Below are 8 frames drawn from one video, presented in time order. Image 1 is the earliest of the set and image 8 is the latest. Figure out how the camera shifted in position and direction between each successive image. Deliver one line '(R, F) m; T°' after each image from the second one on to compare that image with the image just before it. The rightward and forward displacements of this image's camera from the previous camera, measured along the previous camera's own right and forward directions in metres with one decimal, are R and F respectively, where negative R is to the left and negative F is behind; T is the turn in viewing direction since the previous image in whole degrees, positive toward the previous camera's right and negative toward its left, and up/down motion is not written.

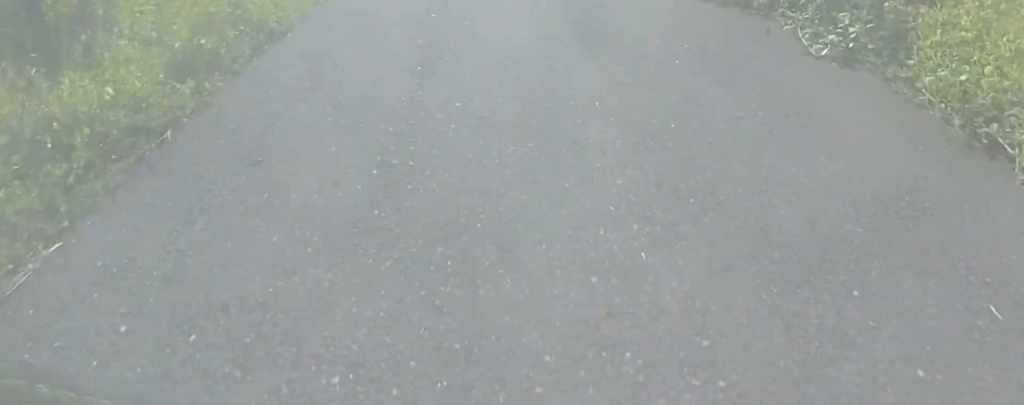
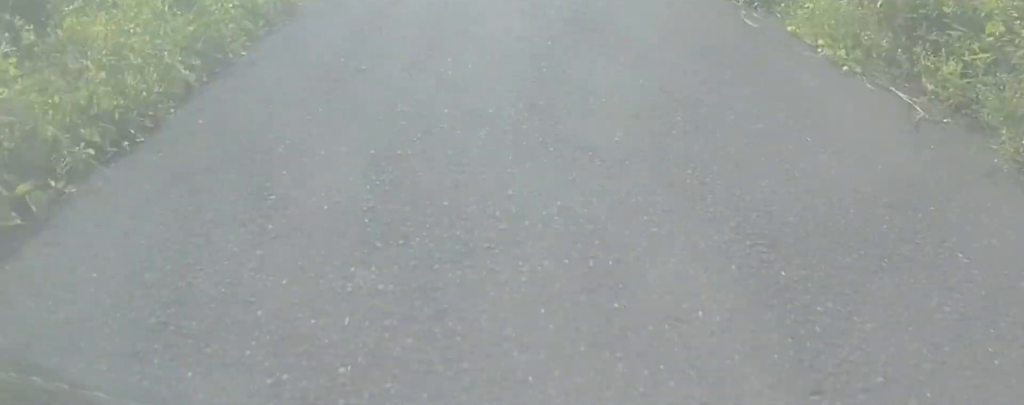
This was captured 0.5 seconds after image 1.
(-1.1, +6.1) m; -2°
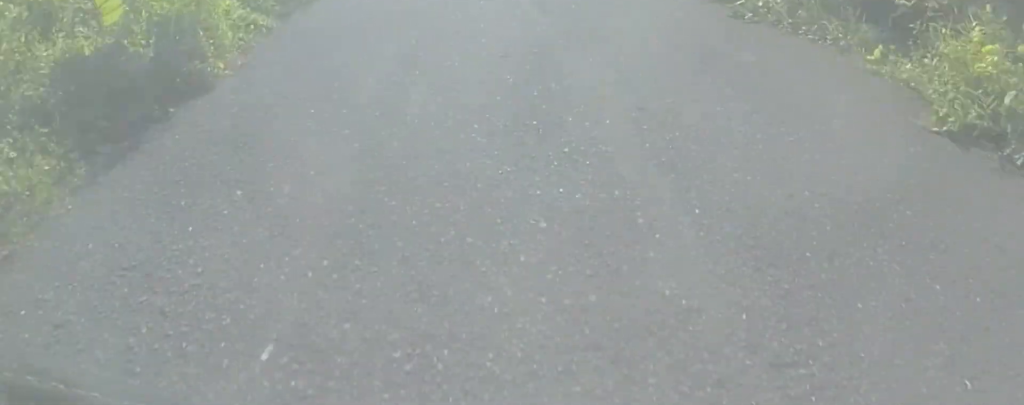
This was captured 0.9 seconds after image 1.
(-0.7, +5.7) m; -2°
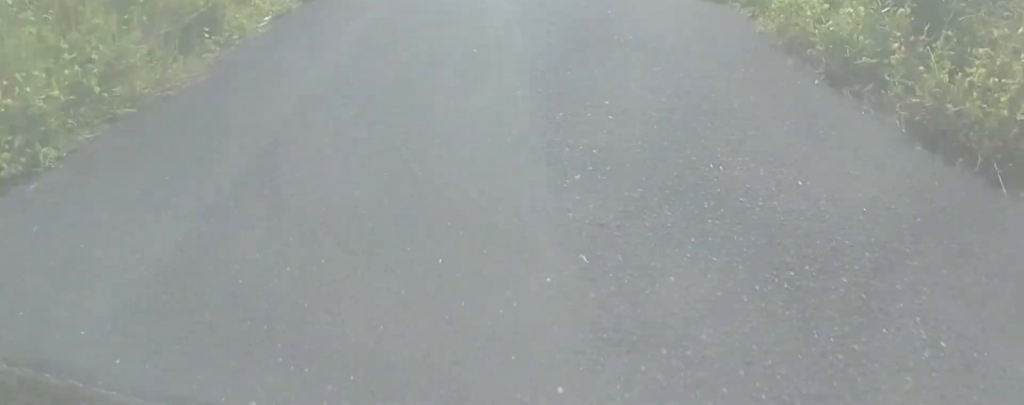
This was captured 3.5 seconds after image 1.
(+0.8, +35.0) m; 0°
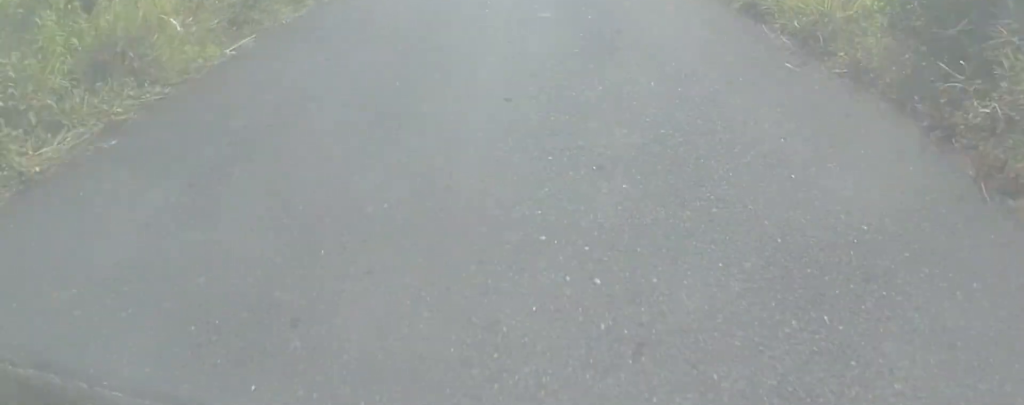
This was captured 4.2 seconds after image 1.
(0.0, +8.7) m; -2°
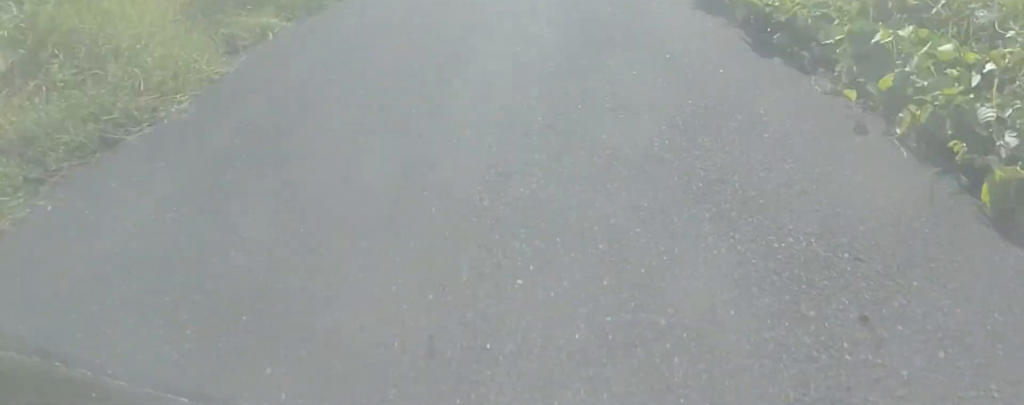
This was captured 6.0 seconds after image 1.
(-1.3, +23.5) m; +2°
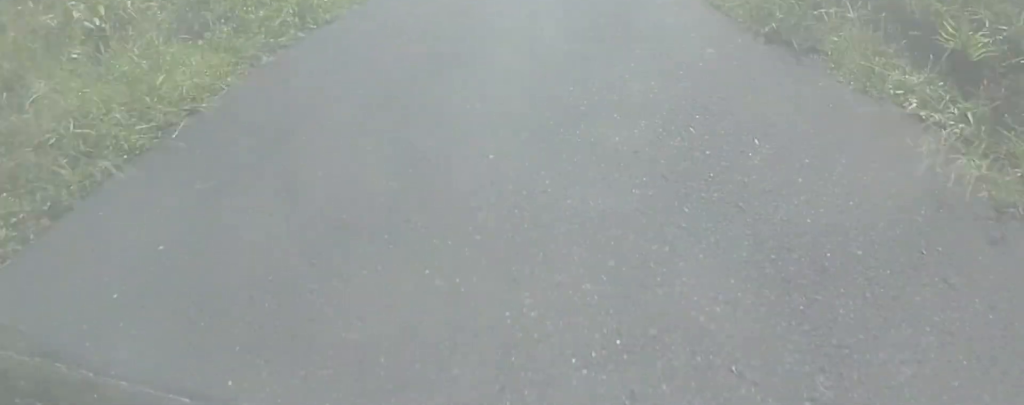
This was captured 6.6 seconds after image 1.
(+0.9, +8.4) m; 0°
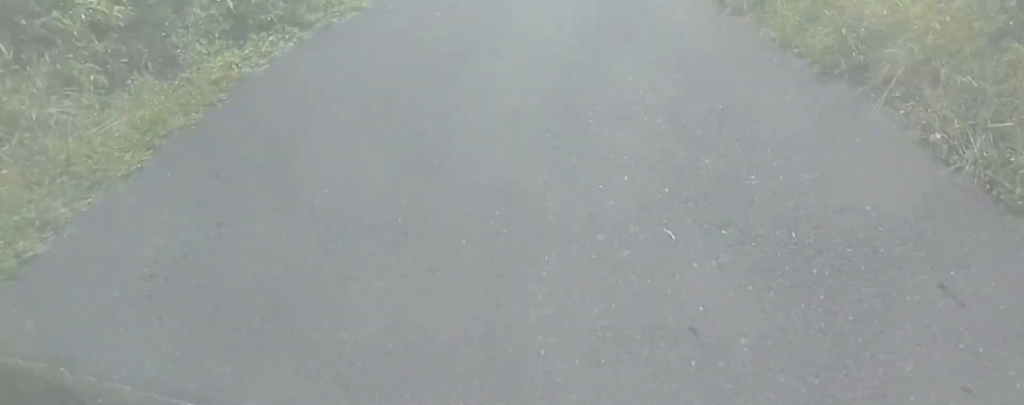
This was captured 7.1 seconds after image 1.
(-0.1, +6.6) m; 0°
